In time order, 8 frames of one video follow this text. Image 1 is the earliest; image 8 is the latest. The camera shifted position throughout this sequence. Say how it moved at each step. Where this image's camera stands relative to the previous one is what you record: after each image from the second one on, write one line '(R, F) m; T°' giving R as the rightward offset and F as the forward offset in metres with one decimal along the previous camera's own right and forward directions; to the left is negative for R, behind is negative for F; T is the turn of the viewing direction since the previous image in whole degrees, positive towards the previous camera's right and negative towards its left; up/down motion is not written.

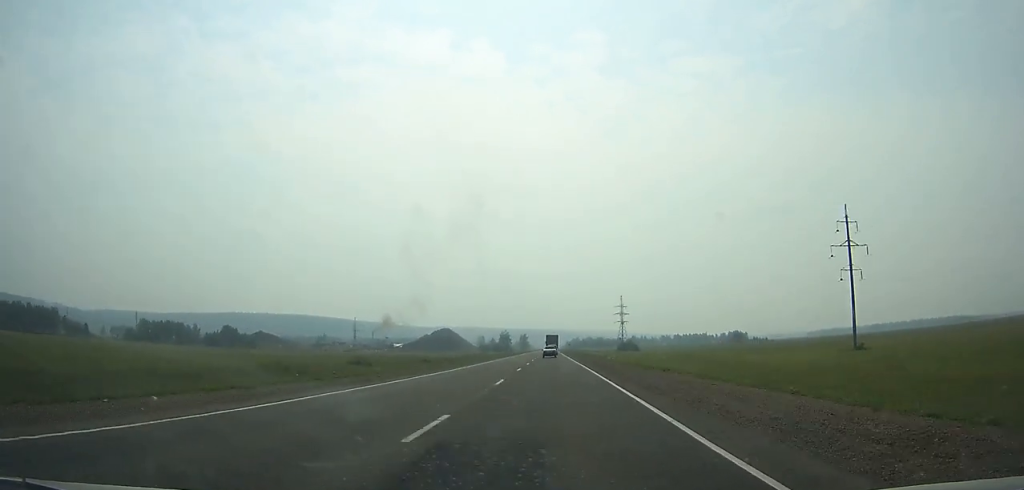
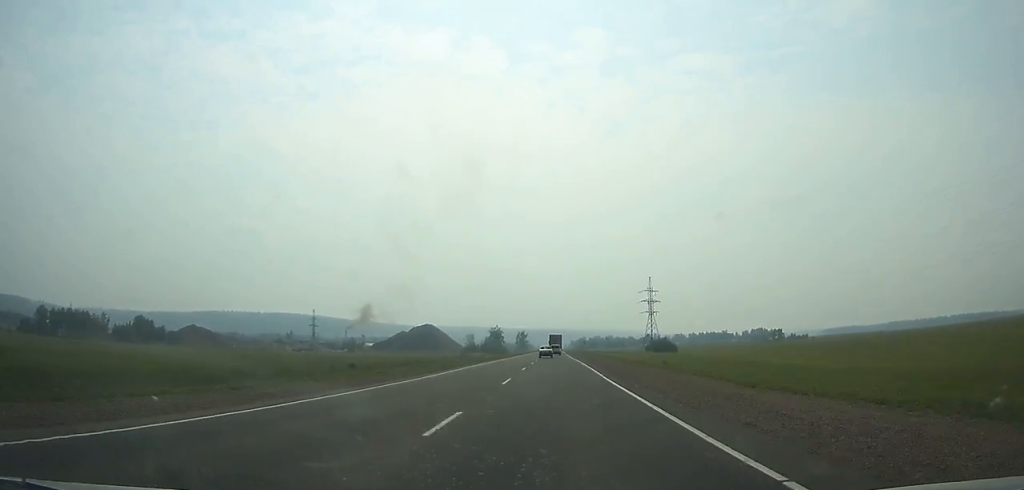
(-0.1, +82.1) m; 0°
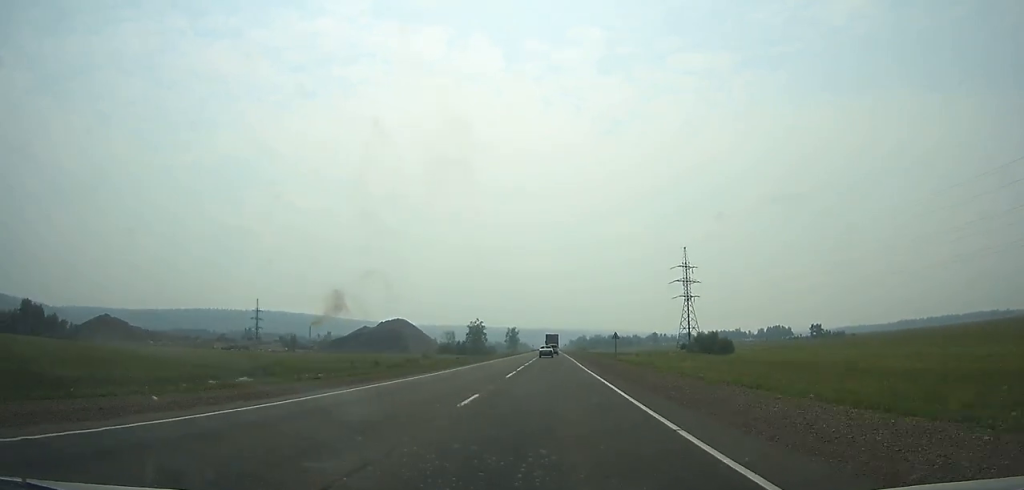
(0.0, +69.8) m; 0°
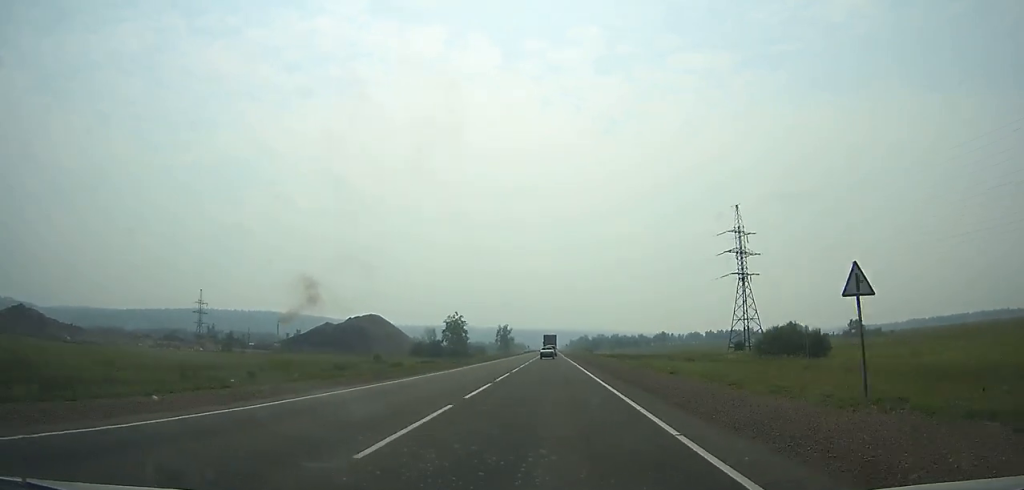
(0.0, +50.4) m; 0°
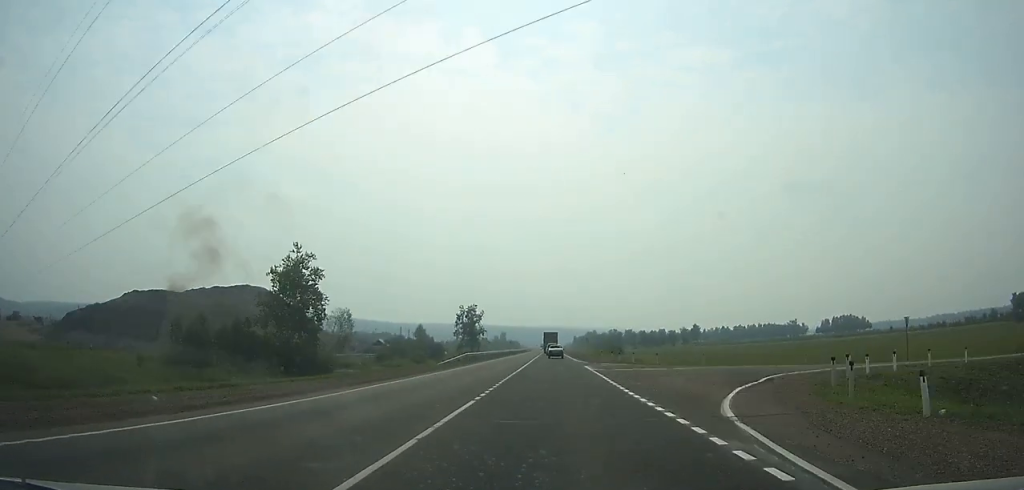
(-0.1, +121.1) m; 0°
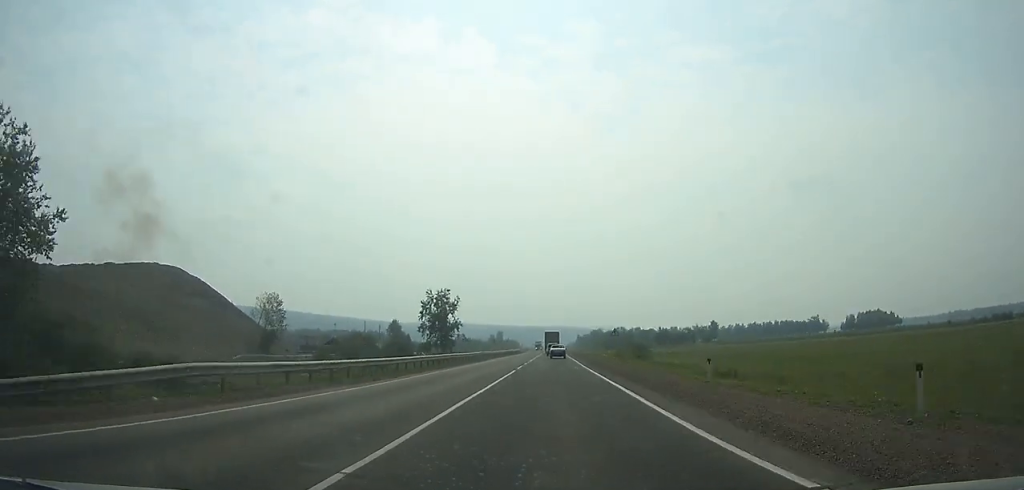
(+0.1, +42.2) m; 0°
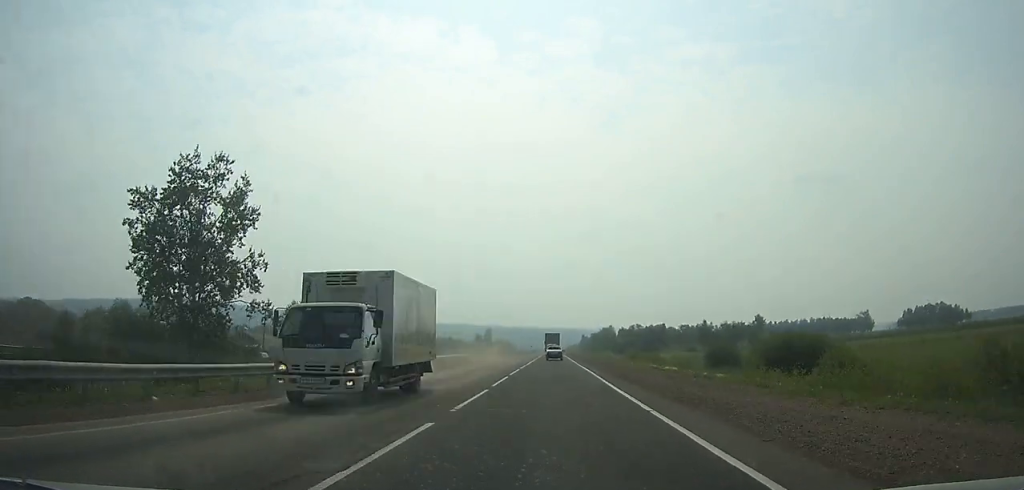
(+0.1, +82.2) m; 0°
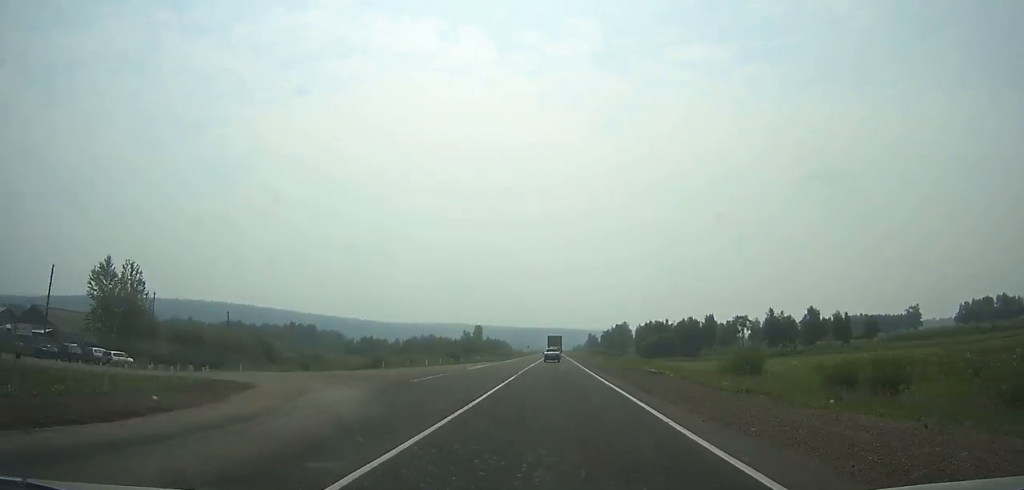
(-0.1, +62.5) m; 0°
